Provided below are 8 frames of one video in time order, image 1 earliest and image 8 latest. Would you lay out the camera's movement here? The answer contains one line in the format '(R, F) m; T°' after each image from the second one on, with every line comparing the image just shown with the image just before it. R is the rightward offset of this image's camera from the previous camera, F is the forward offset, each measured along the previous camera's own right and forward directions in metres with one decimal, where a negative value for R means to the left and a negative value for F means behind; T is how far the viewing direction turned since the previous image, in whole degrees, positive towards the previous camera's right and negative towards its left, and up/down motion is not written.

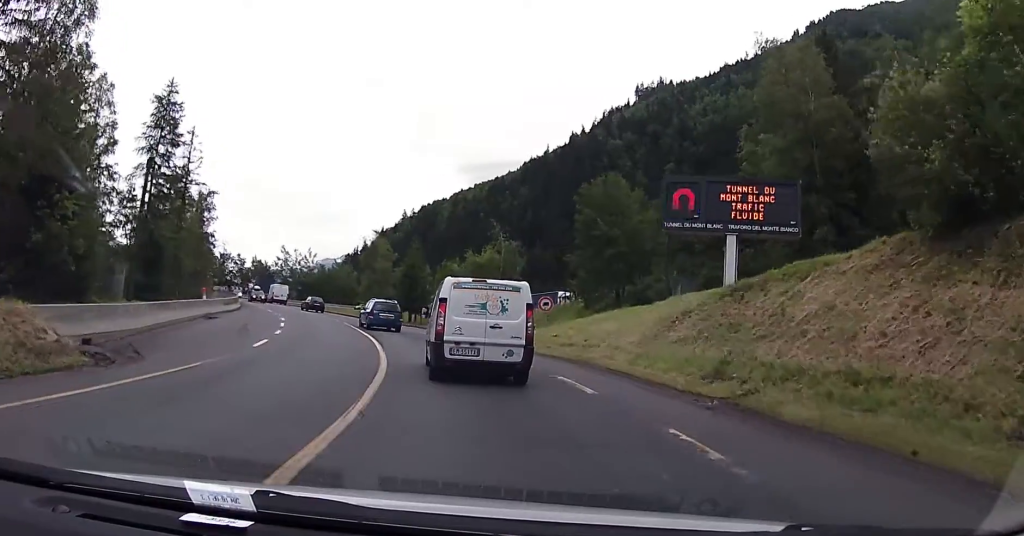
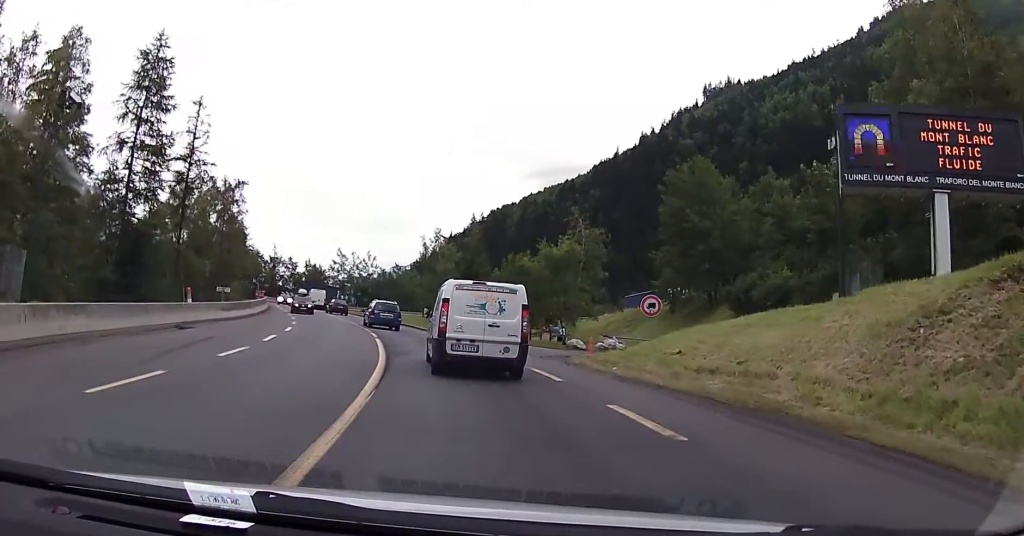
(-0.6, +10.4) m; -4°
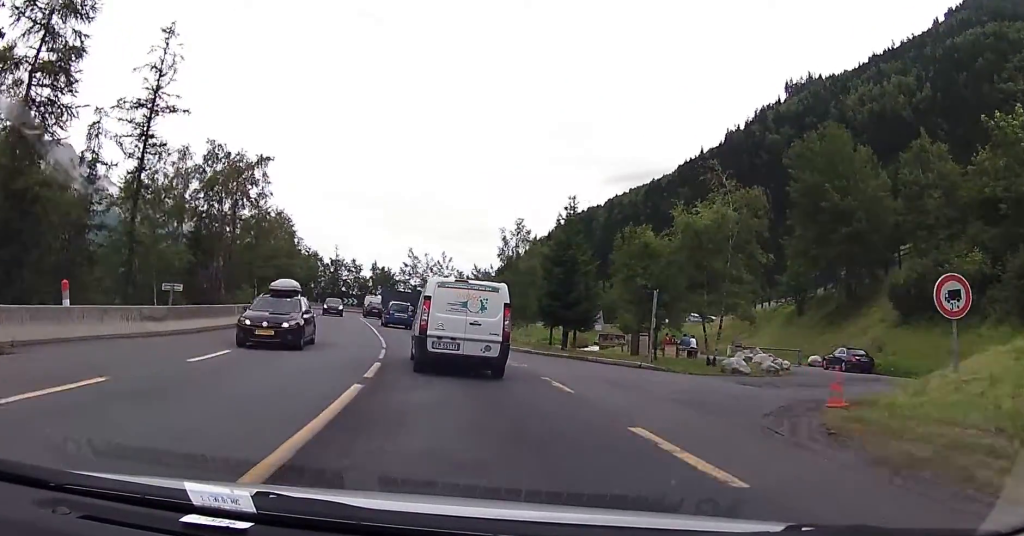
(-1.6, +15.6) m; -10°
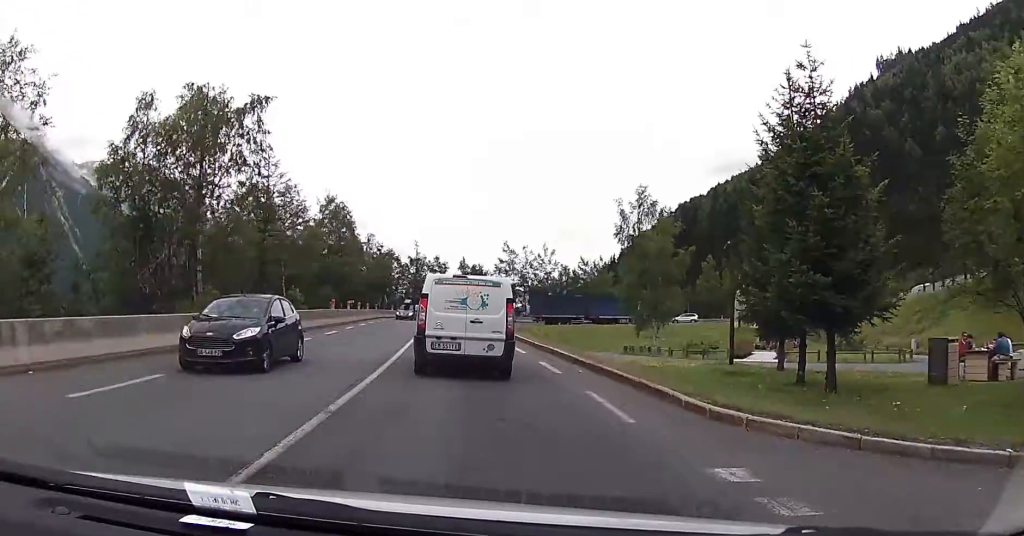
(+0.1, +19.7) m; -4°
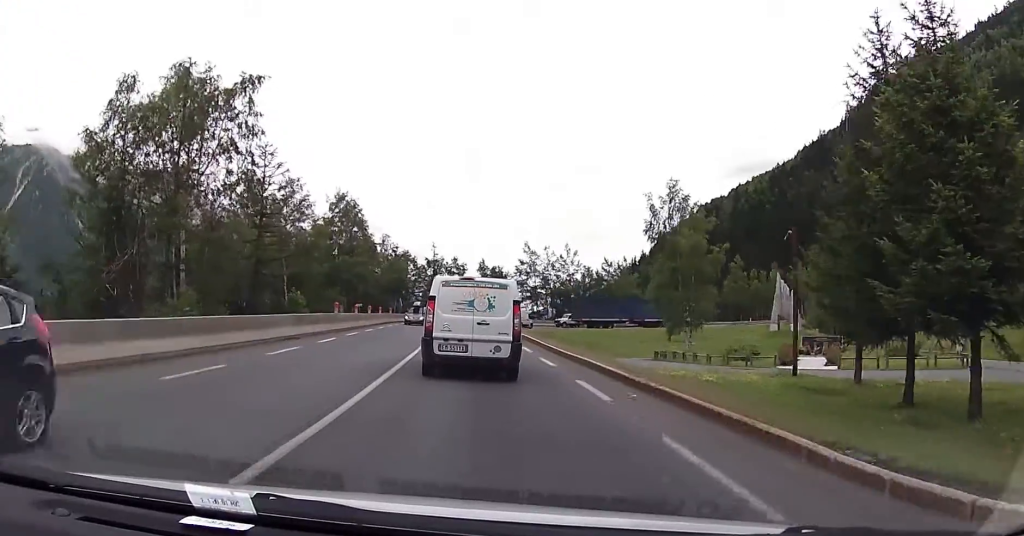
(-0.2, +4.2) m; -3°
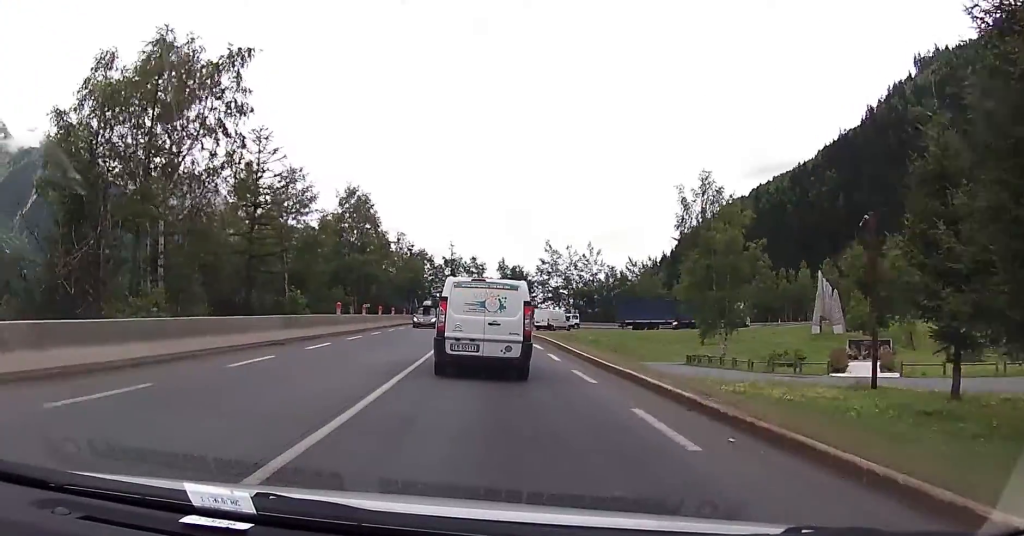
(-0.1, +4.2) m; -3°
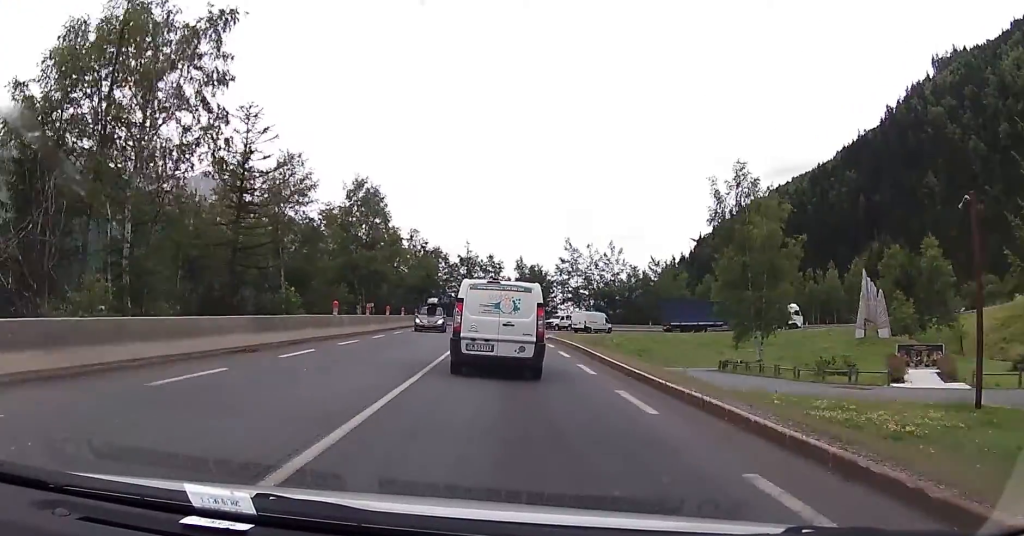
(-0.2, +4.4) m; -1°
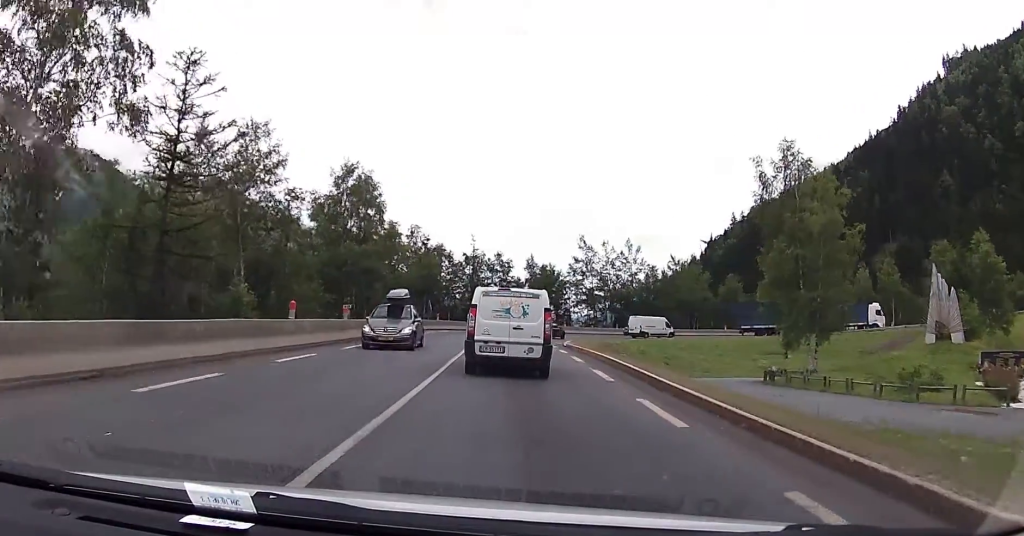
(-0.2, +8.0) m; -1°
